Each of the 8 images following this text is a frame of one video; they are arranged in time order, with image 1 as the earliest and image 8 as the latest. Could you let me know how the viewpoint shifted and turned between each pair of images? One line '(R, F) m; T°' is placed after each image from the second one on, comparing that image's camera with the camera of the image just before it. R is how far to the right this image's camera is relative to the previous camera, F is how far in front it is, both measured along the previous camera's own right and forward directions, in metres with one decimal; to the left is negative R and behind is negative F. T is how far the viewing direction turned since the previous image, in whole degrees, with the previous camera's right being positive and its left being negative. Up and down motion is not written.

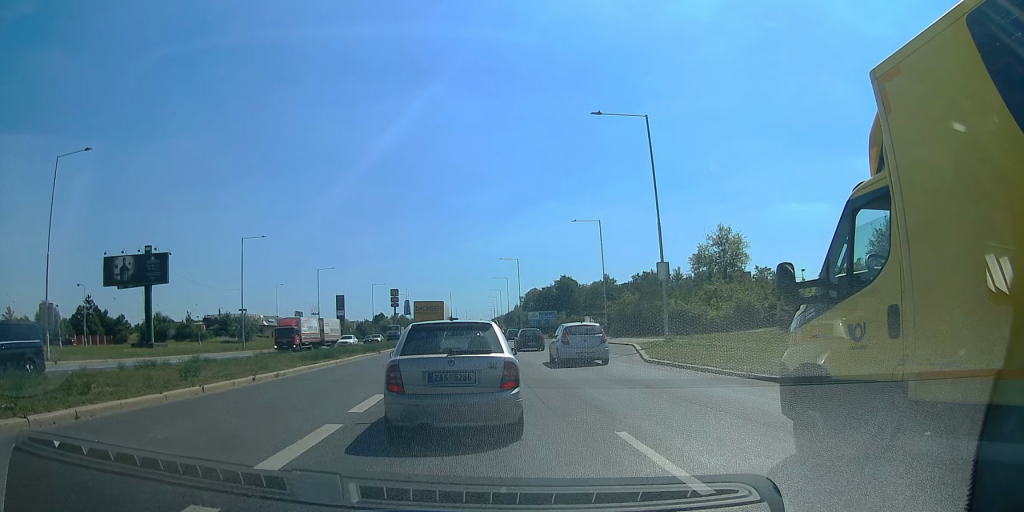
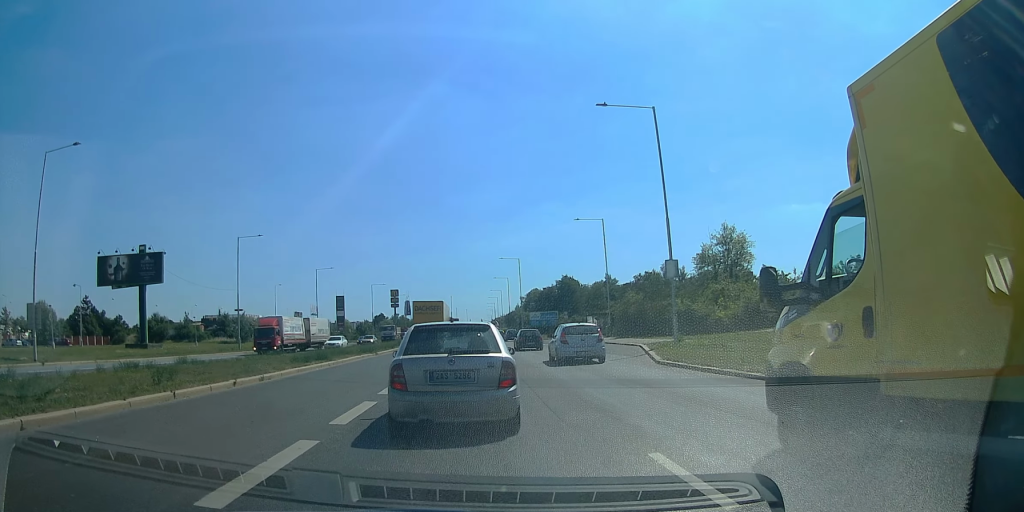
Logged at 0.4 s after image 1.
(0.0, +1.3) m; 0°
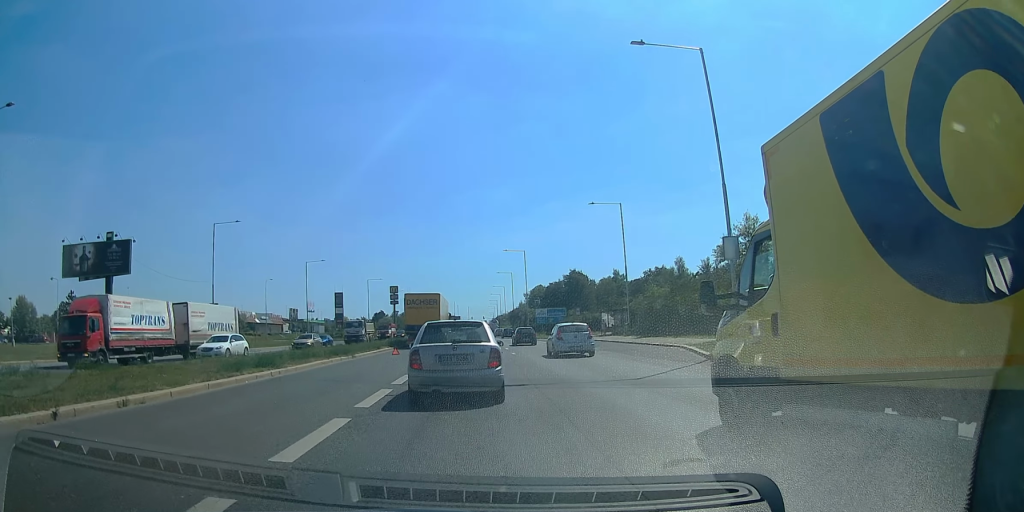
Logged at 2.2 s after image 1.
(0.0, +6.8) m; 0°
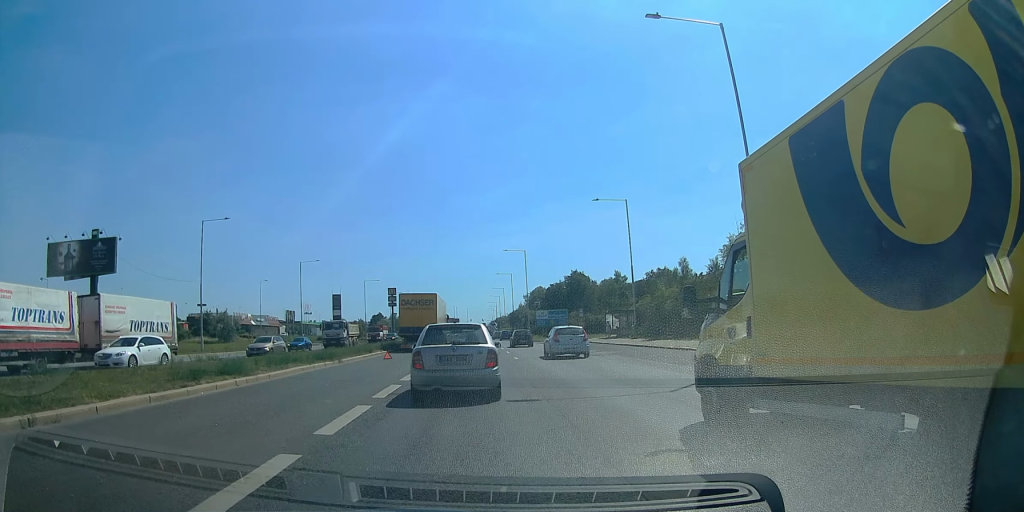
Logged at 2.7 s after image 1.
(0.0, +2.5) m; 0°
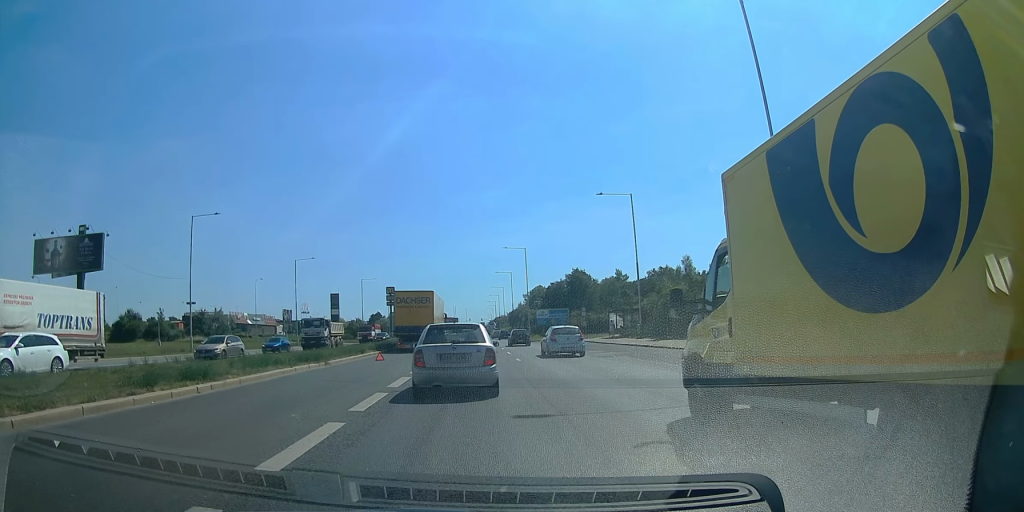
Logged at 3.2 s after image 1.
(0.0, +2.0) m; 0°
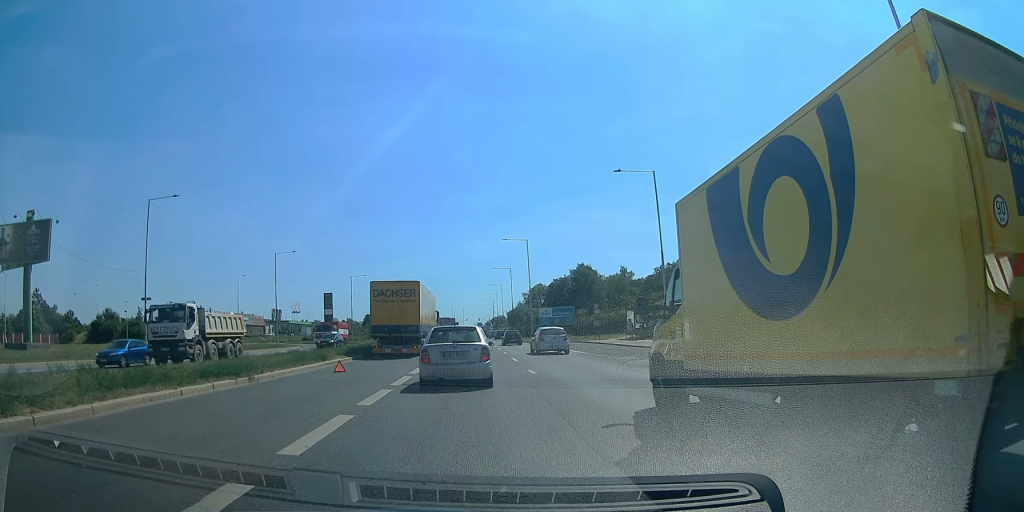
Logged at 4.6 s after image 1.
(0.0, +7.6) m; 0°
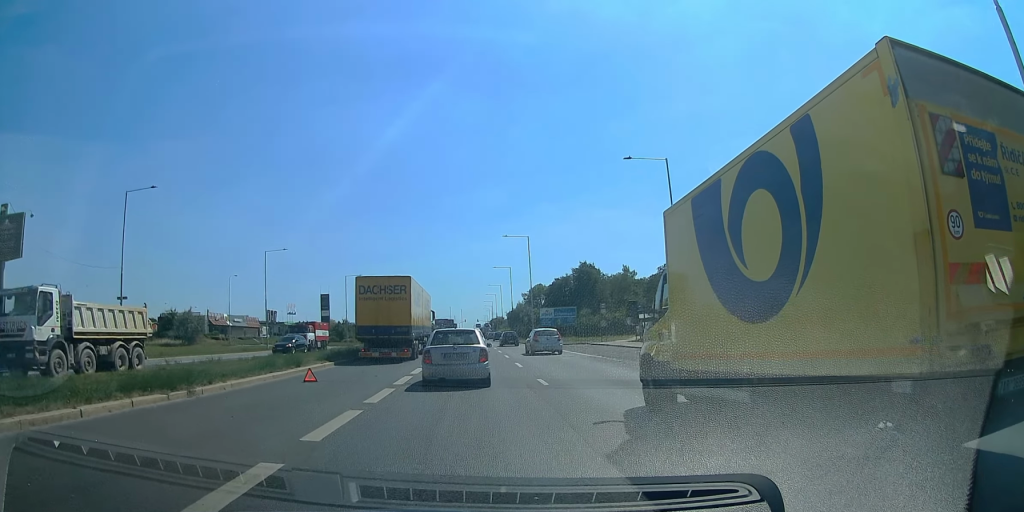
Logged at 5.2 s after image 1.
(0.0, +3.5) m; 0°
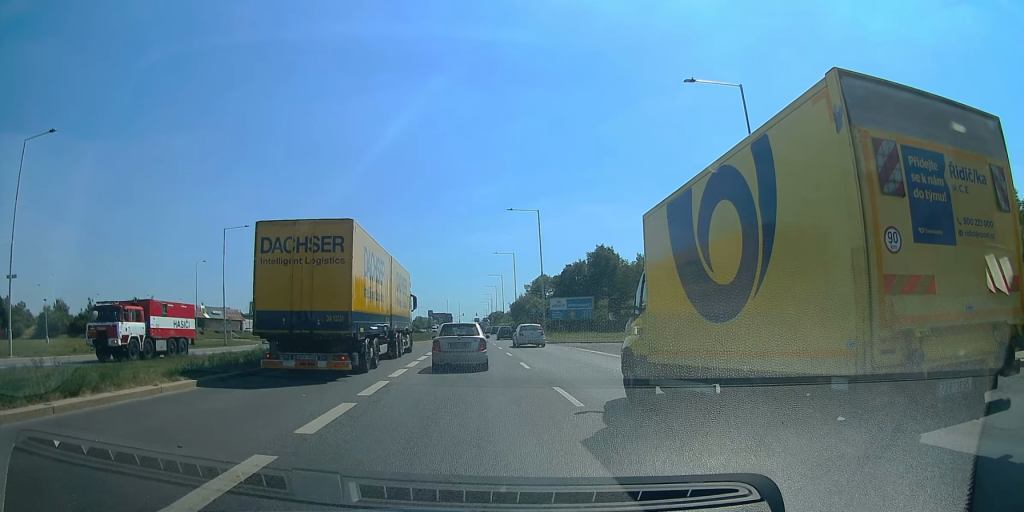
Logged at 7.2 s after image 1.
(+0.1, +12.6) m; +4°
